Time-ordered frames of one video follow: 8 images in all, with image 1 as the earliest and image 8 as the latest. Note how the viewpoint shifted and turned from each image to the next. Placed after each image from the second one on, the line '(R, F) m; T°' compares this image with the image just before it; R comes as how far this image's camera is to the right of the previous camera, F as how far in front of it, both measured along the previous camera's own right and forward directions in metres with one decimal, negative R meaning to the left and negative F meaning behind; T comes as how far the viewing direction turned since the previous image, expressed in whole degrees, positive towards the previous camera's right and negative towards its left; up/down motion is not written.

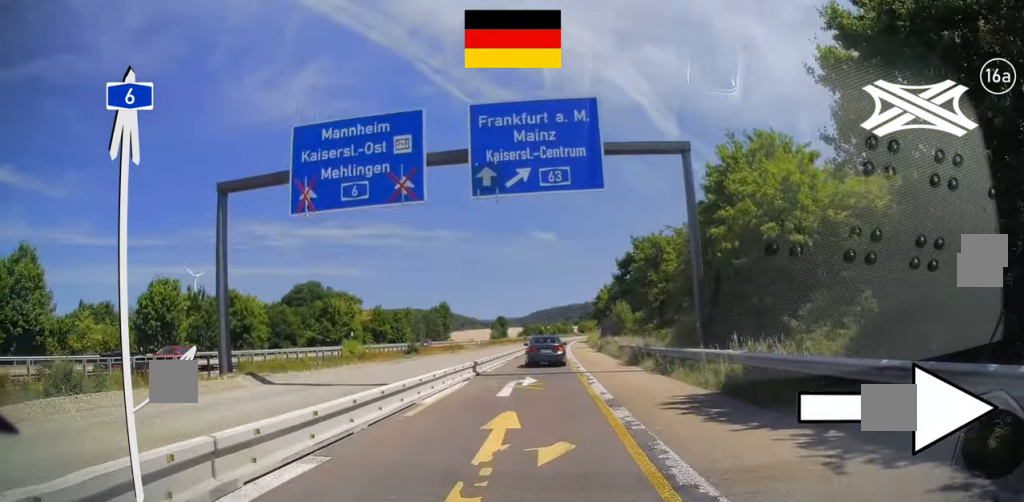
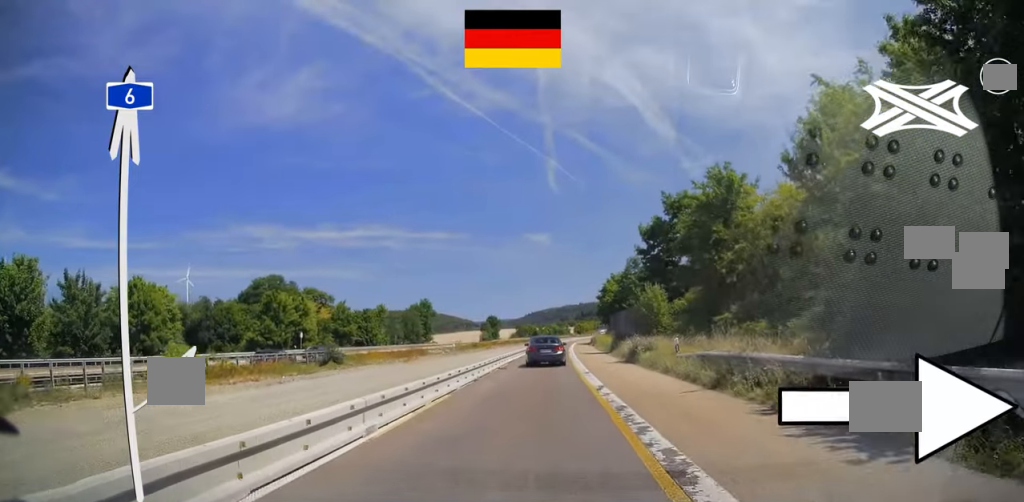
(-0.1, +20.1) m; +1°
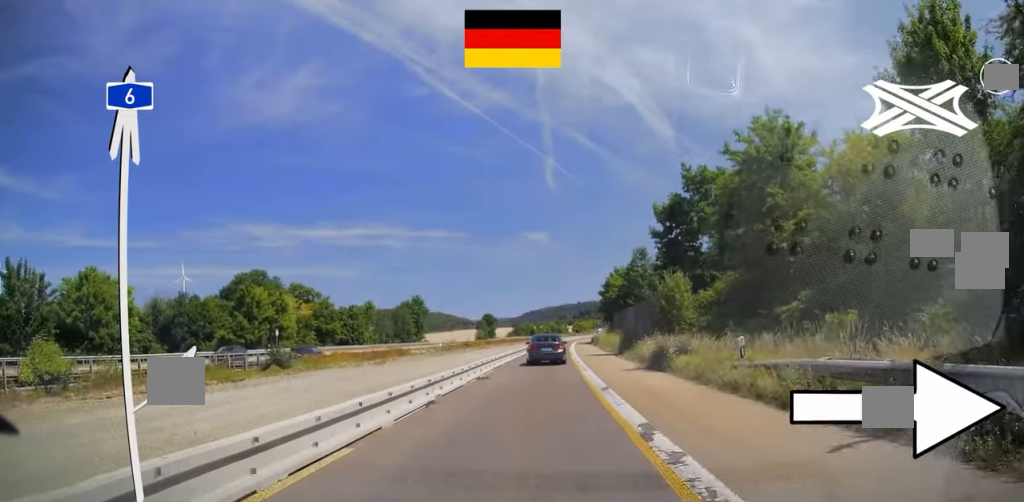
(+0.1, +7.3) m; +1°
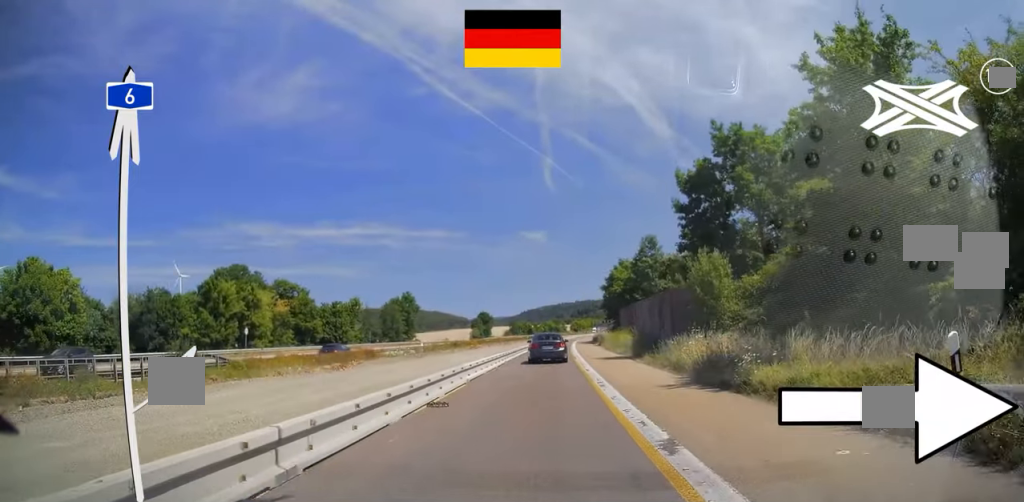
(0.0, +7.9) m; 0°
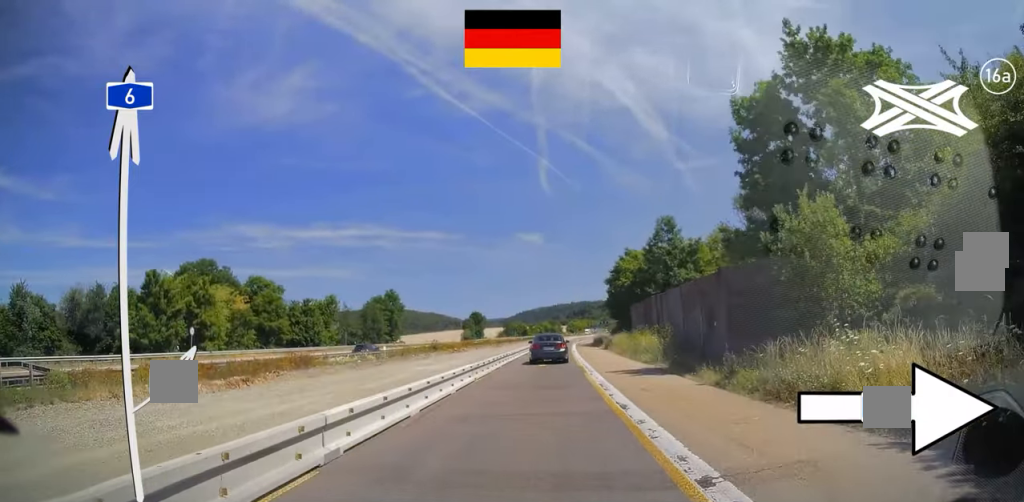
(0.0, +10.9) m; 0°
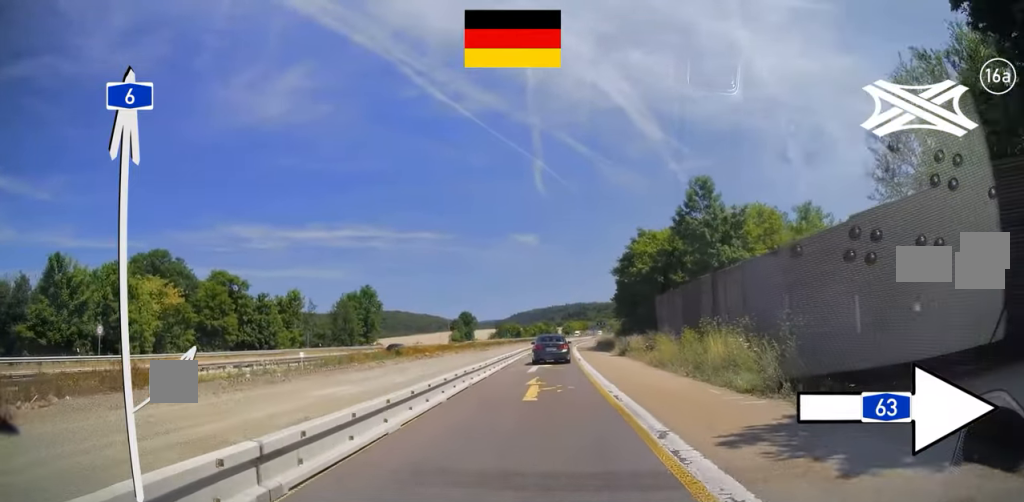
(0.0, +13.7) m; 0°
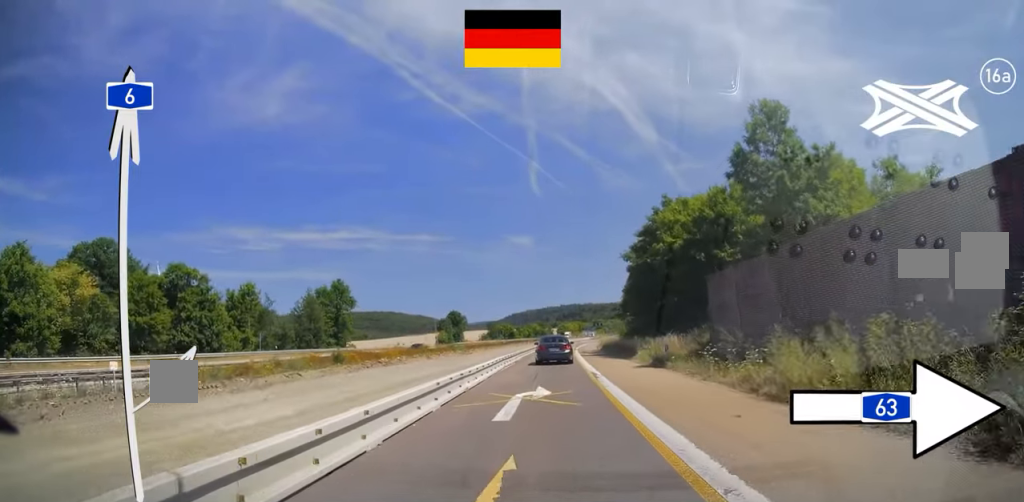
(0.0, +13.3) m; +1°
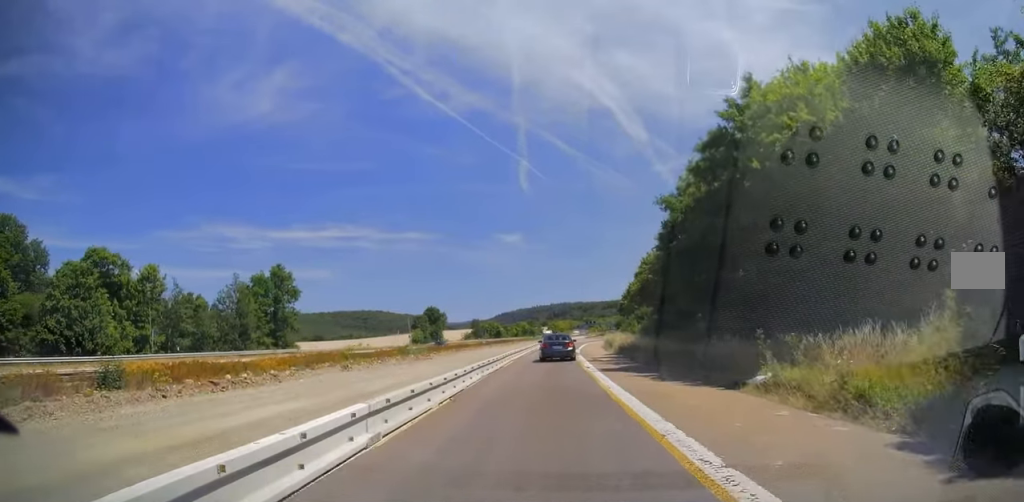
(+0.3, +19.8) m; 0°
